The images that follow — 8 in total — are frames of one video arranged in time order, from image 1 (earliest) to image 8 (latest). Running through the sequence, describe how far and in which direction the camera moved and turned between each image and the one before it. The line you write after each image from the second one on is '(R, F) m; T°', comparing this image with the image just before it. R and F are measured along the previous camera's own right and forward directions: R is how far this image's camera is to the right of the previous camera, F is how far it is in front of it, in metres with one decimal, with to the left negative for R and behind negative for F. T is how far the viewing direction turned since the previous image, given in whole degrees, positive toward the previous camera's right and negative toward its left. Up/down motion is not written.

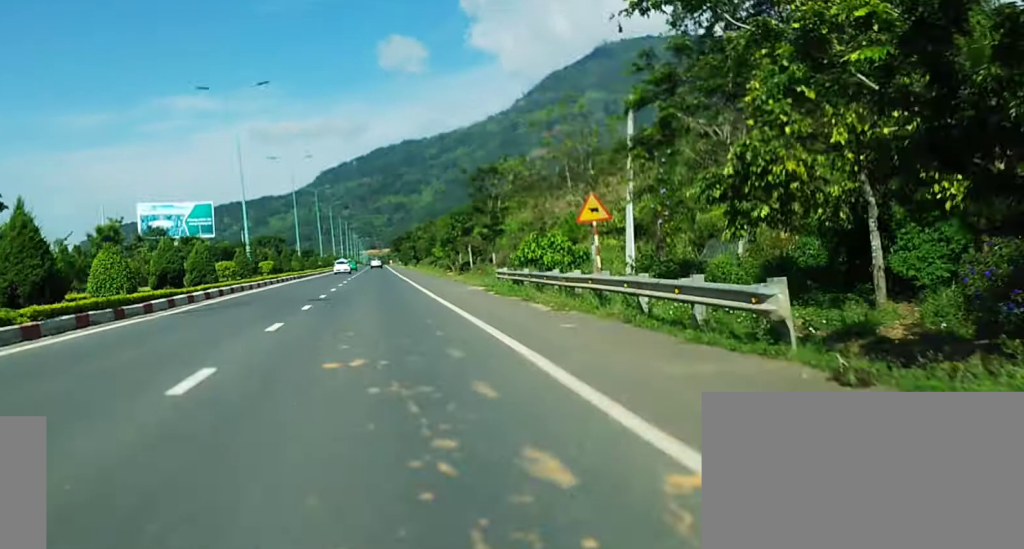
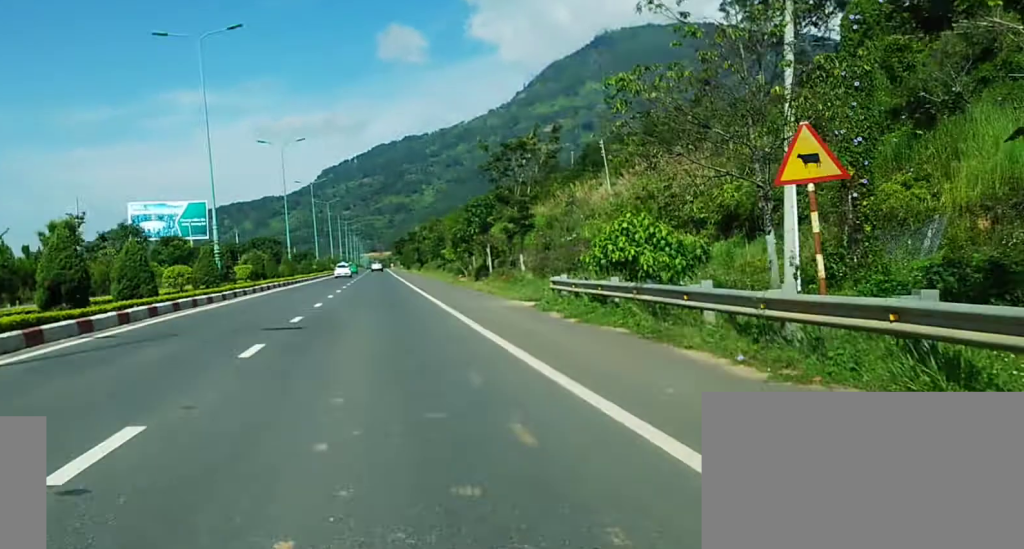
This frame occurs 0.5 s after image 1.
(0.0, +11.9) m; 0°
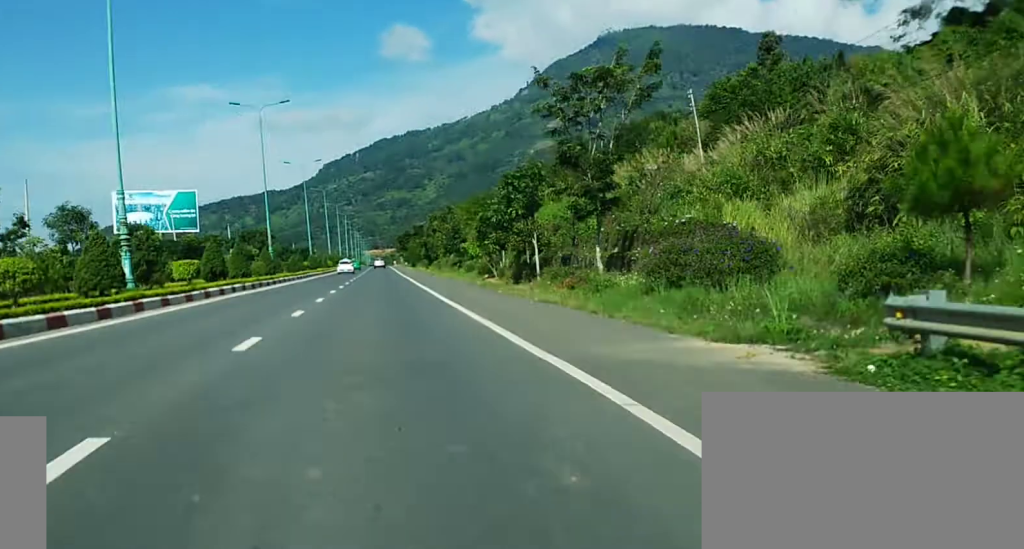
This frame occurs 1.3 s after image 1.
(0.0, +17.8) m; 0°
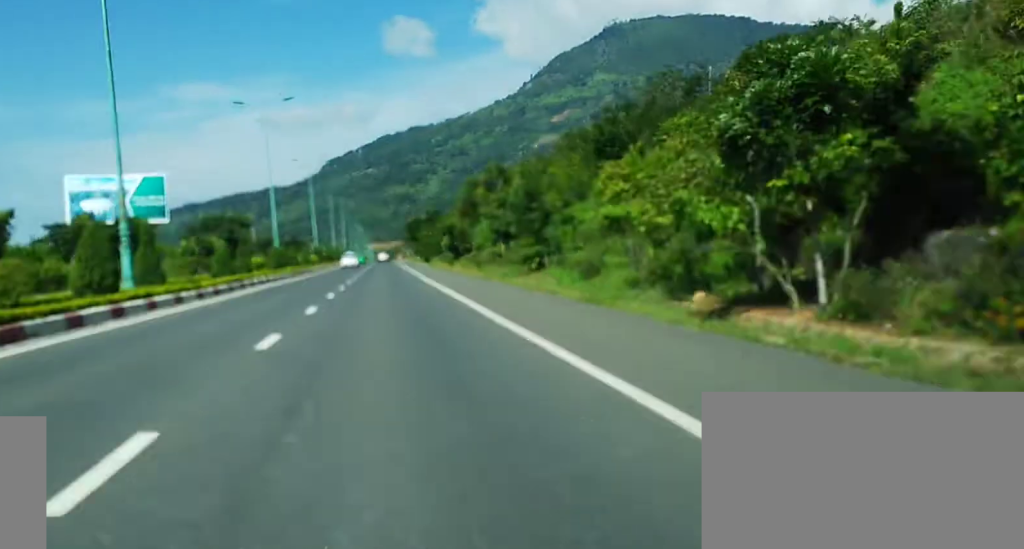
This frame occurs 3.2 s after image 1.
(+0.2, +41.2) m; 0°
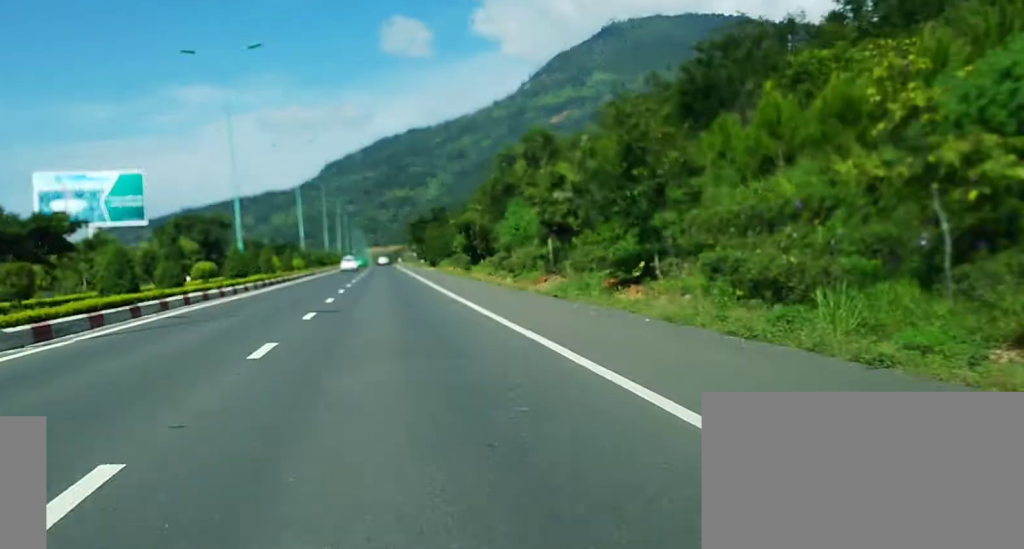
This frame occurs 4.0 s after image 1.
(0.0, +17.6) m; 0°
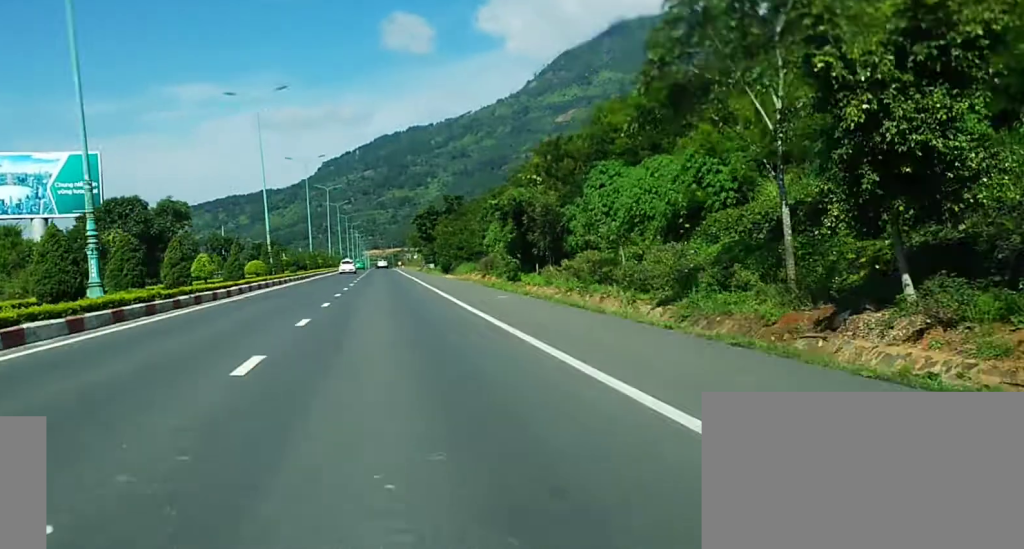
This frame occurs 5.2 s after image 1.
(0.0, +26.3) m; 0°
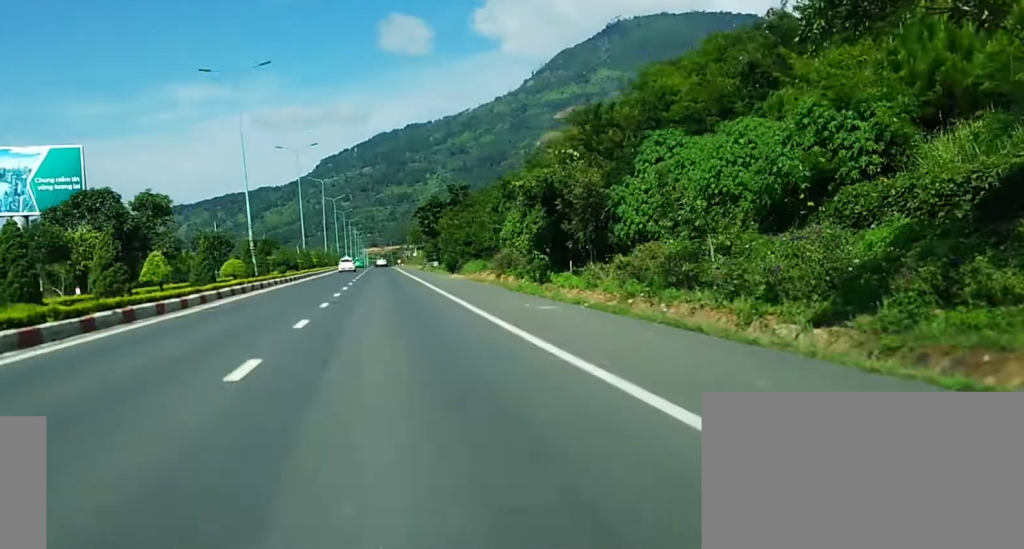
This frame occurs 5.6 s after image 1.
(0.0, +8.8) m; 0°
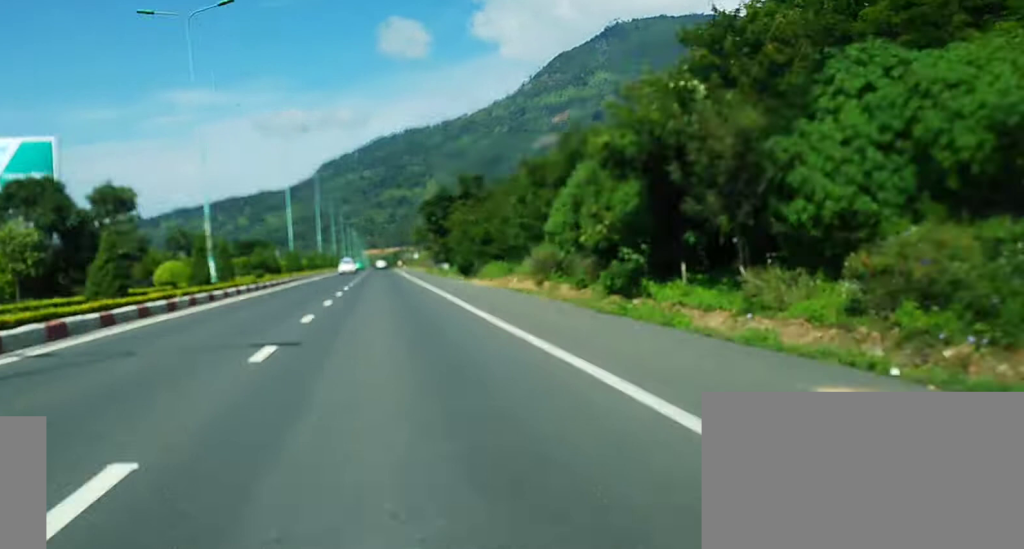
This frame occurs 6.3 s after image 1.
(0.0, +14.6) m; 0°
